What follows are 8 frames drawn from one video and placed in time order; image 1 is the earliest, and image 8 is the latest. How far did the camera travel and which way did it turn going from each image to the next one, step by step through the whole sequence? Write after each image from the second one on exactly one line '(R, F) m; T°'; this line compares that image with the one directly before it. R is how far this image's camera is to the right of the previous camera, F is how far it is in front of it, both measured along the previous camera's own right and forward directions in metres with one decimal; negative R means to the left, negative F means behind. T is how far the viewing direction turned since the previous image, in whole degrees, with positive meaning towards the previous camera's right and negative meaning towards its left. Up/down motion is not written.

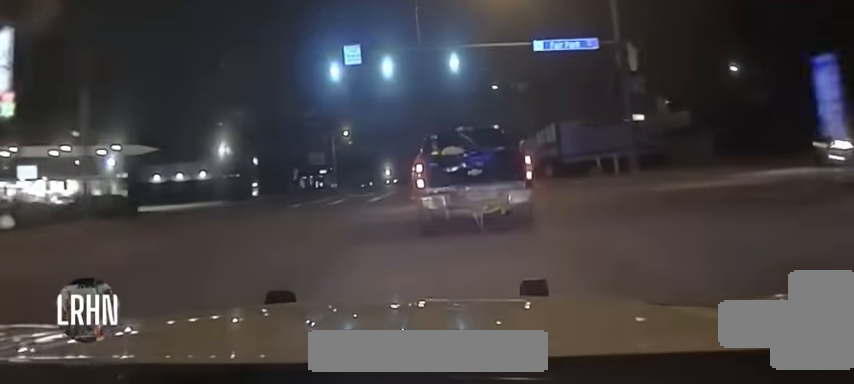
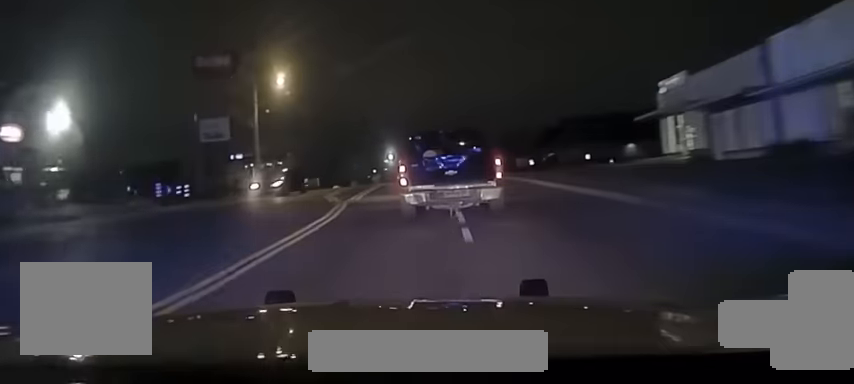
(-1.4, +57.2) m; -3°
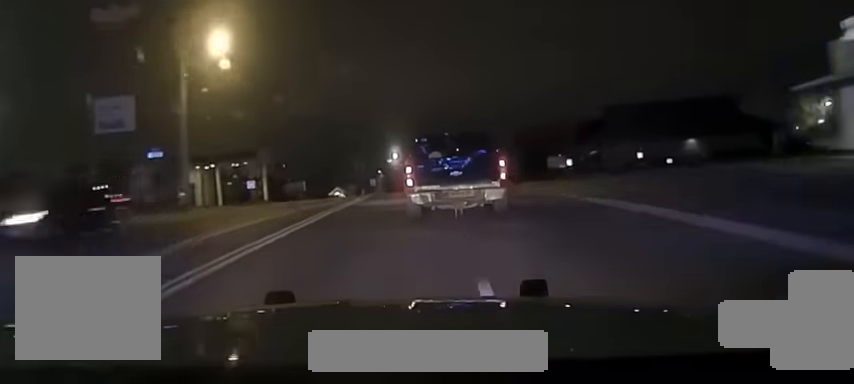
(-0.2, +18.3) m; -1°
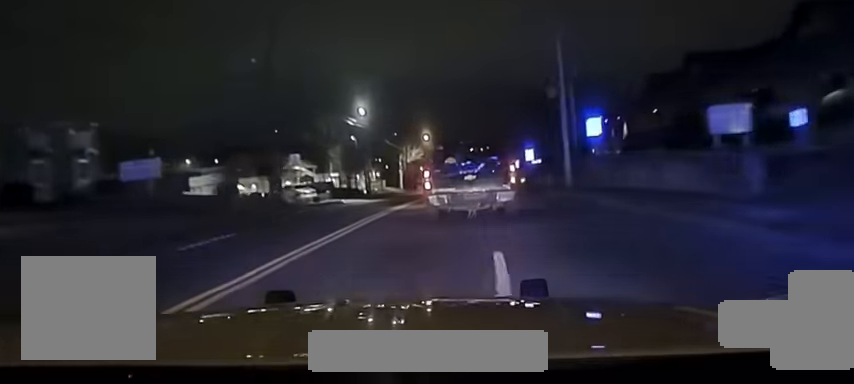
(-0.1, +44.9) m; 0°
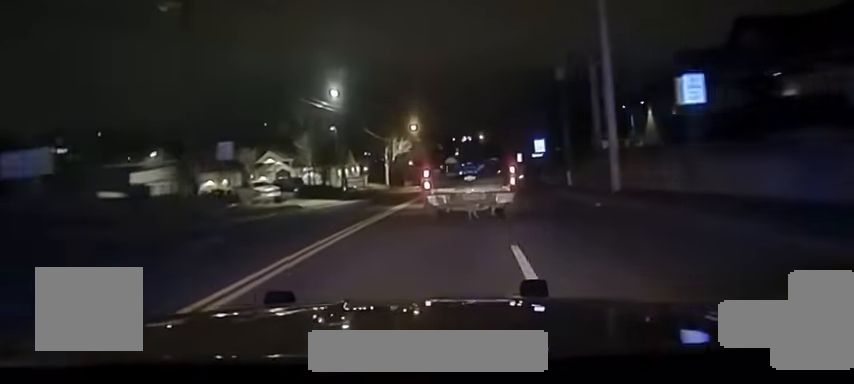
(0.0, +11.1) m; 0°
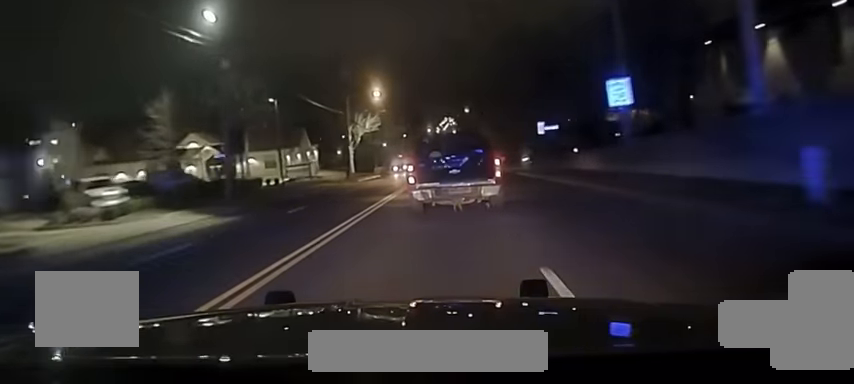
(+0.1, +23.8) m; +2°
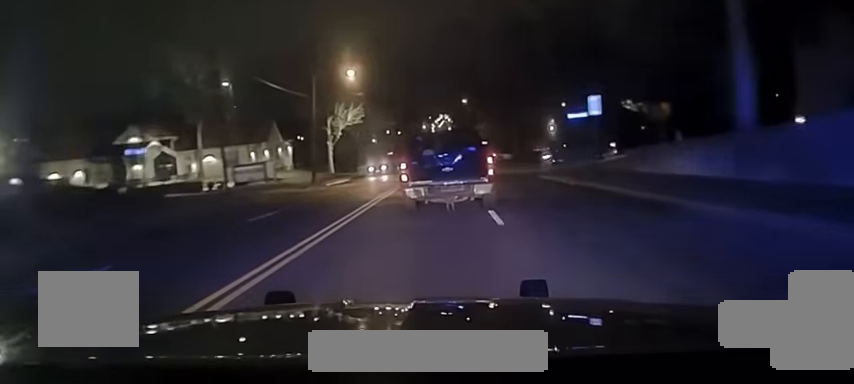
(+0.3, +13.3) m; +1°
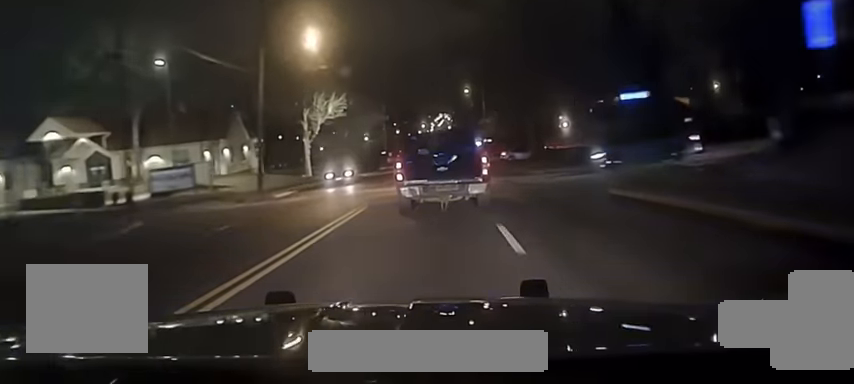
(+0.1, +13.3) m; 0°
